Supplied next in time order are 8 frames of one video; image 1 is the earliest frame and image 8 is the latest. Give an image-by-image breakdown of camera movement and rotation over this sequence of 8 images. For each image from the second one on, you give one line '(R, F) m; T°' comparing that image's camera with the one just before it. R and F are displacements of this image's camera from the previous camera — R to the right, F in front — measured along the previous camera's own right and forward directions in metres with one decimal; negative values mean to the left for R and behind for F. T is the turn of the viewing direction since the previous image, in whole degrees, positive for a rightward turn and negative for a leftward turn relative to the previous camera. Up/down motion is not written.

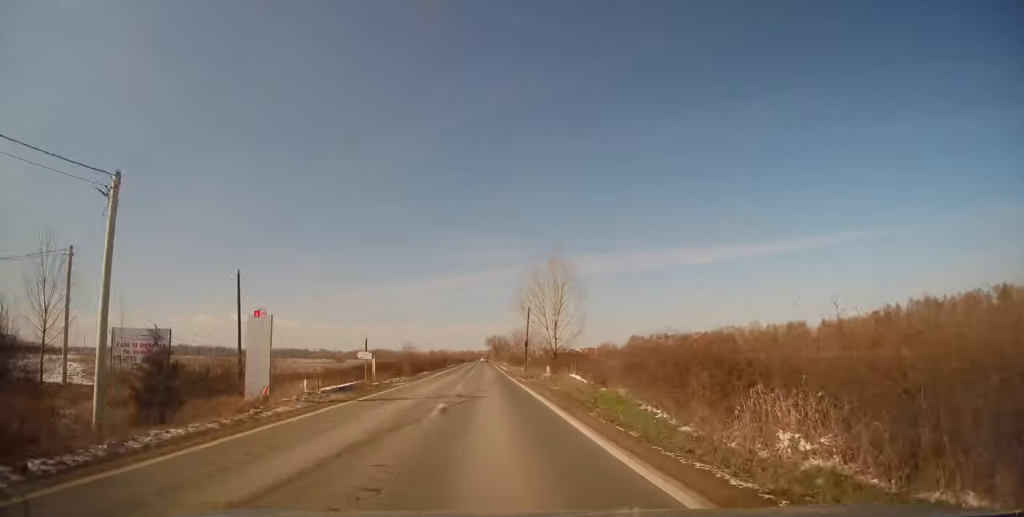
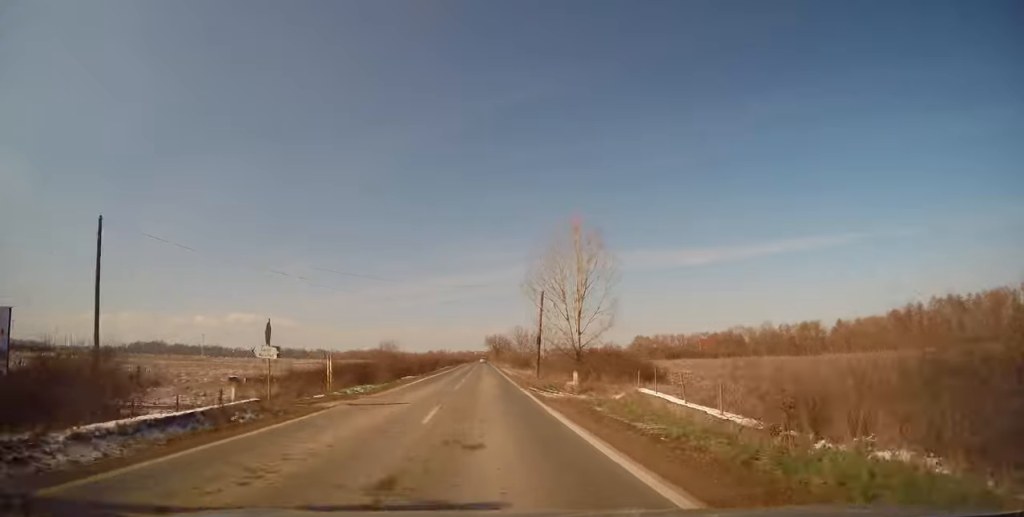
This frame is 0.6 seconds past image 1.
(0.0, +12.8) m; 0°
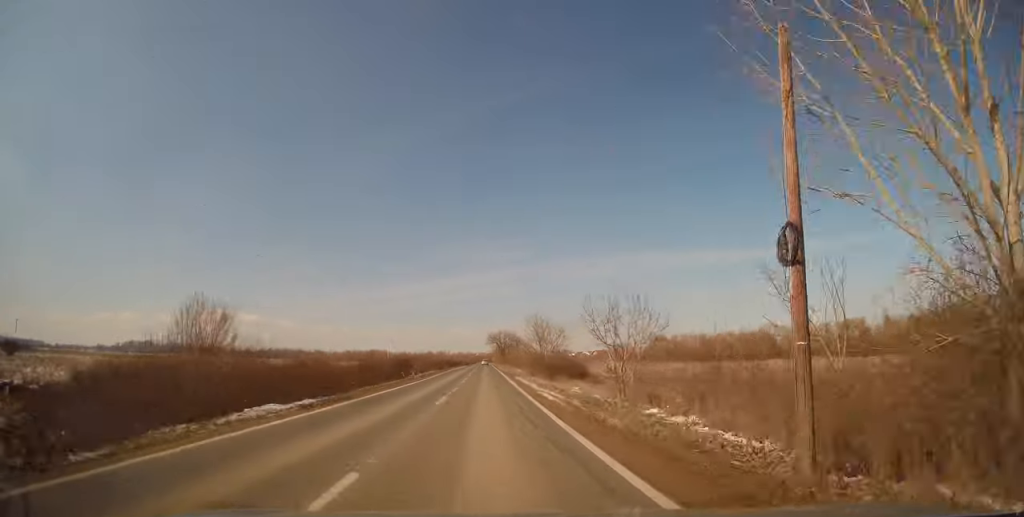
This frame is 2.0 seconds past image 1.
(-0.2, +32.1) m; -1°
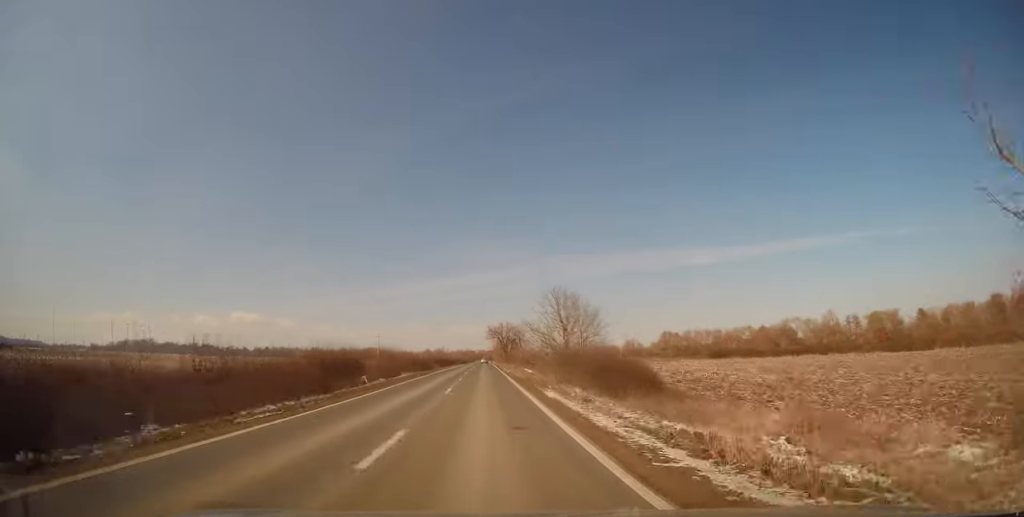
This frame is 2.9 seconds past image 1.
(0.0, +20.8) m; 0°
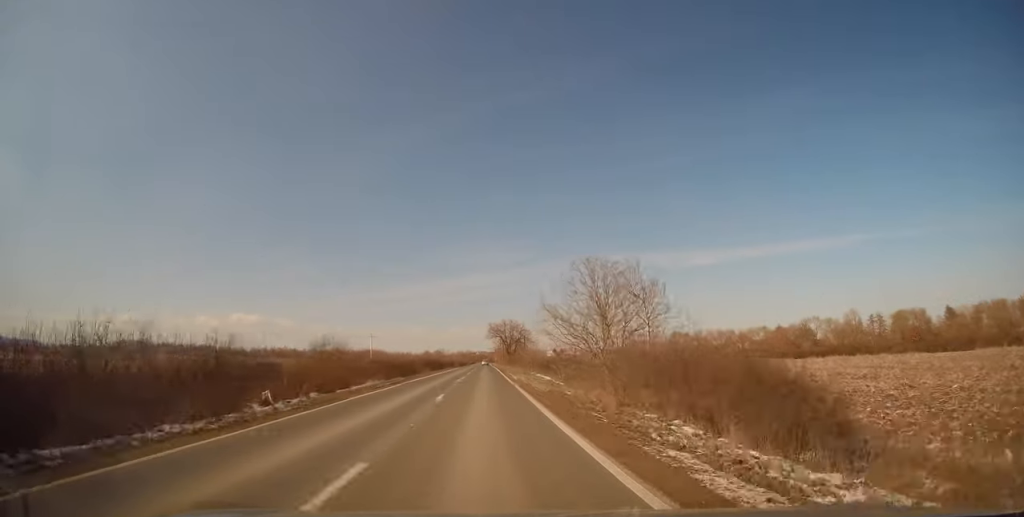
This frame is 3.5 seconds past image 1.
(+0.1, +14.6) m; +1°
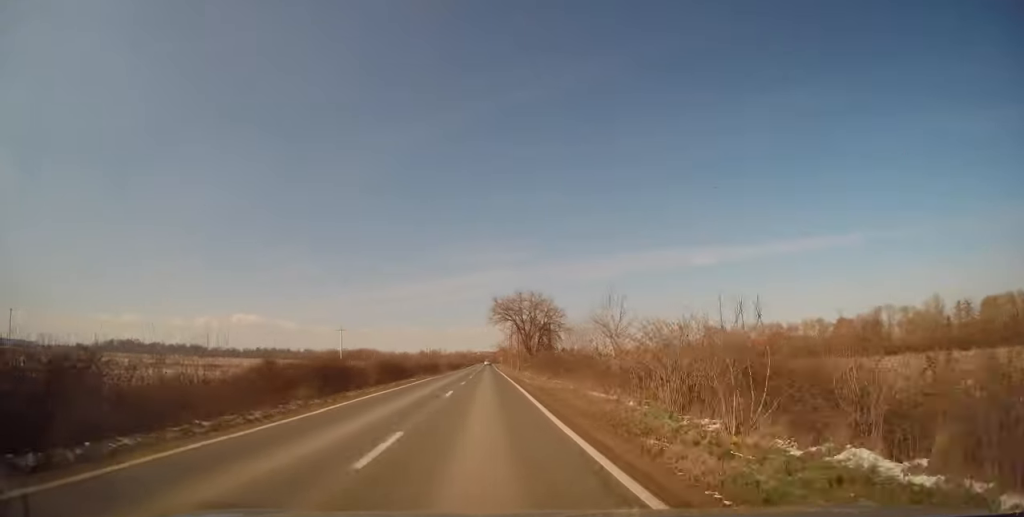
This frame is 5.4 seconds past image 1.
(+0.2, +44.2) m; -1°
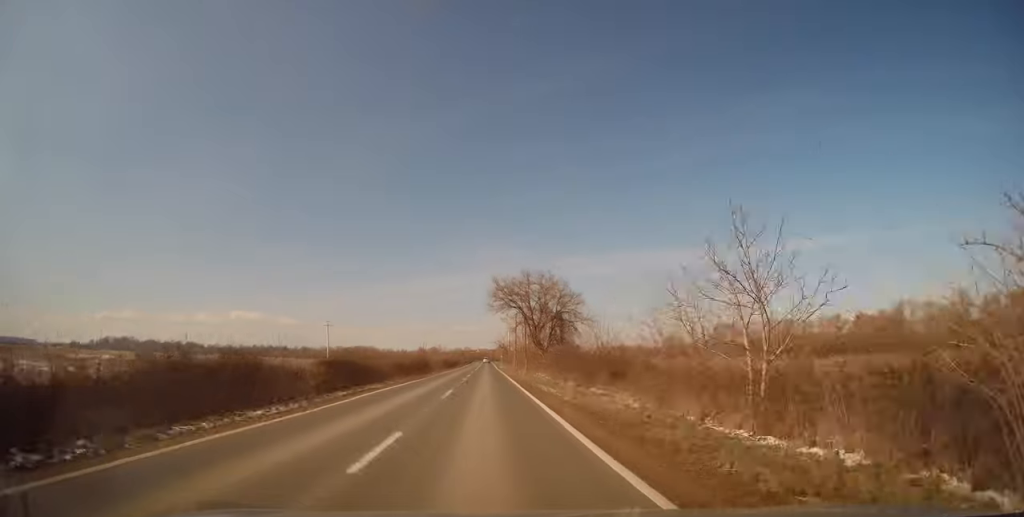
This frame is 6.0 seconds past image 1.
(-0.3, +12.2) m; 0°
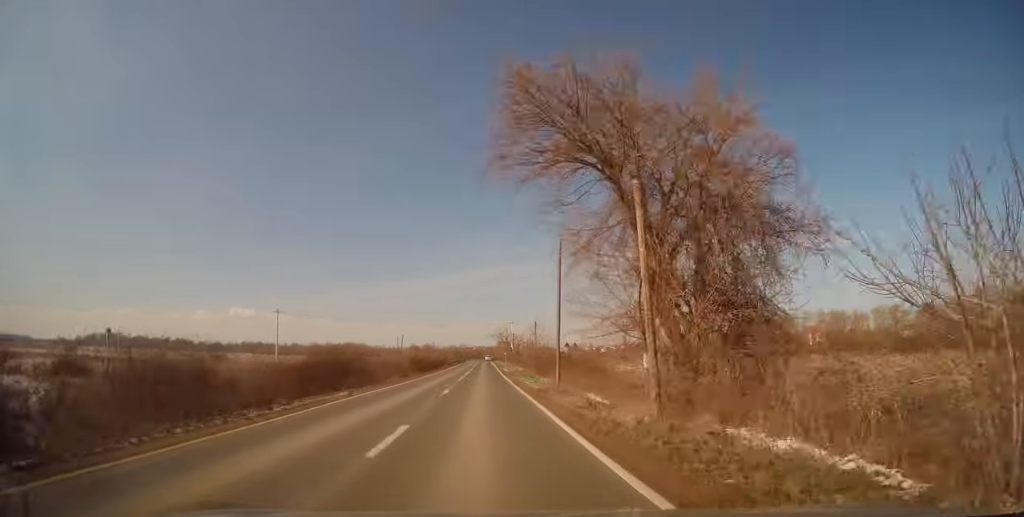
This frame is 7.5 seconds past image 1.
(+0.4, +34.6) m; 0°
